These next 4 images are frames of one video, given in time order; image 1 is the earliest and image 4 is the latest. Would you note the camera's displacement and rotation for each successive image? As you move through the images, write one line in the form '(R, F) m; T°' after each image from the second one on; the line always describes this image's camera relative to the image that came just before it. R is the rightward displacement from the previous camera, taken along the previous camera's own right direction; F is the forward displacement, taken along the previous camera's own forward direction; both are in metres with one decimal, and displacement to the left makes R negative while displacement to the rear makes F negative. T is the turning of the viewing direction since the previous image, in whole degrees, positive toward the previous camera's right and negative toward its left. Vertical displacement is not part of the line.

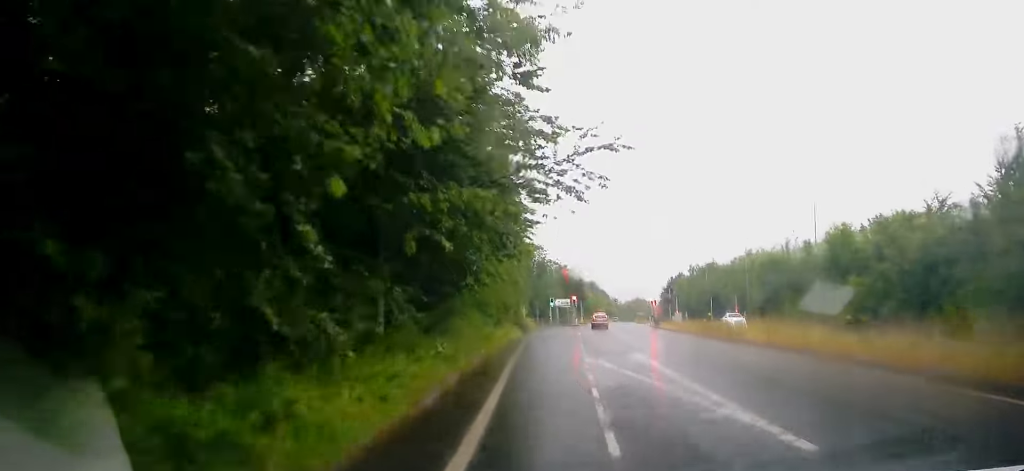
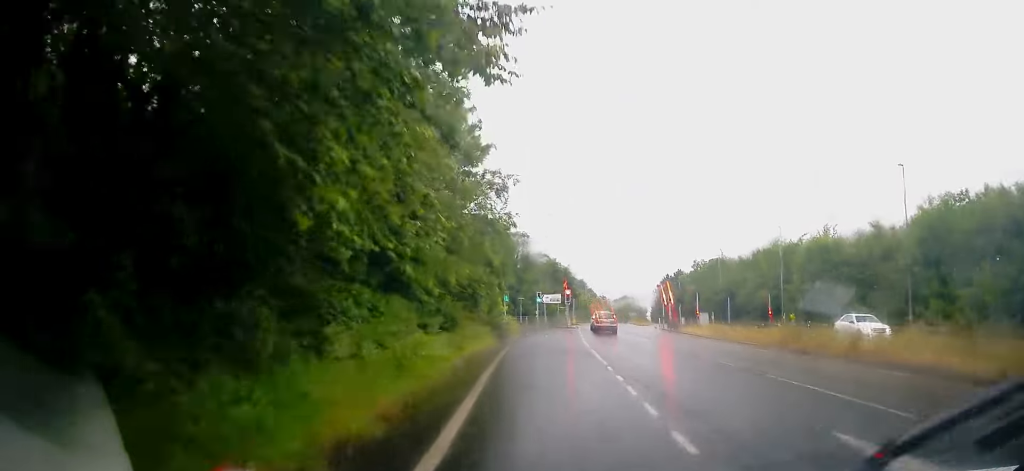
(-0.1, +15.8) m; -1°
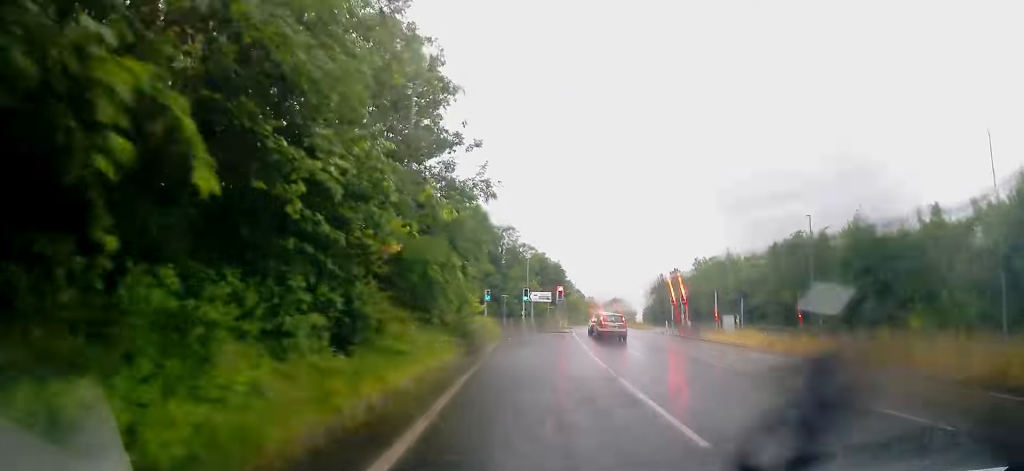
(-0.1, +9.9) m; +1°
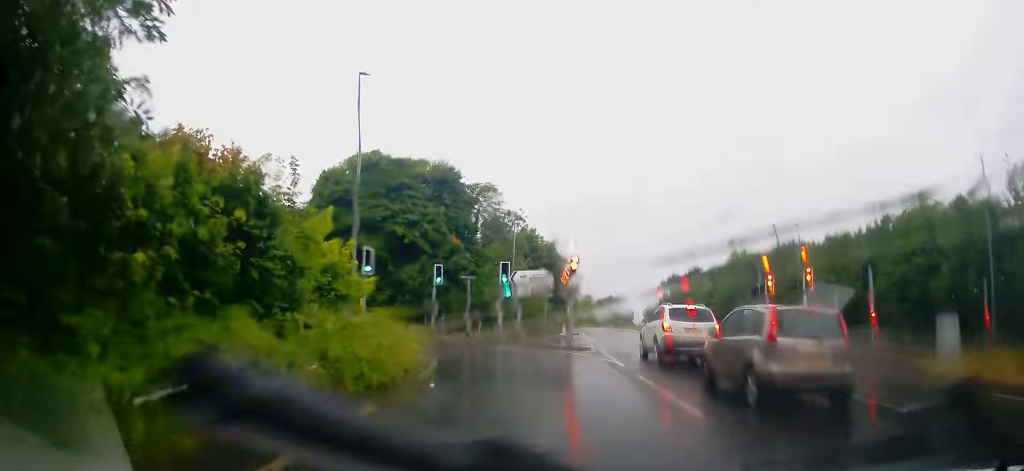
(+1.9, +24.8) m; +2°
